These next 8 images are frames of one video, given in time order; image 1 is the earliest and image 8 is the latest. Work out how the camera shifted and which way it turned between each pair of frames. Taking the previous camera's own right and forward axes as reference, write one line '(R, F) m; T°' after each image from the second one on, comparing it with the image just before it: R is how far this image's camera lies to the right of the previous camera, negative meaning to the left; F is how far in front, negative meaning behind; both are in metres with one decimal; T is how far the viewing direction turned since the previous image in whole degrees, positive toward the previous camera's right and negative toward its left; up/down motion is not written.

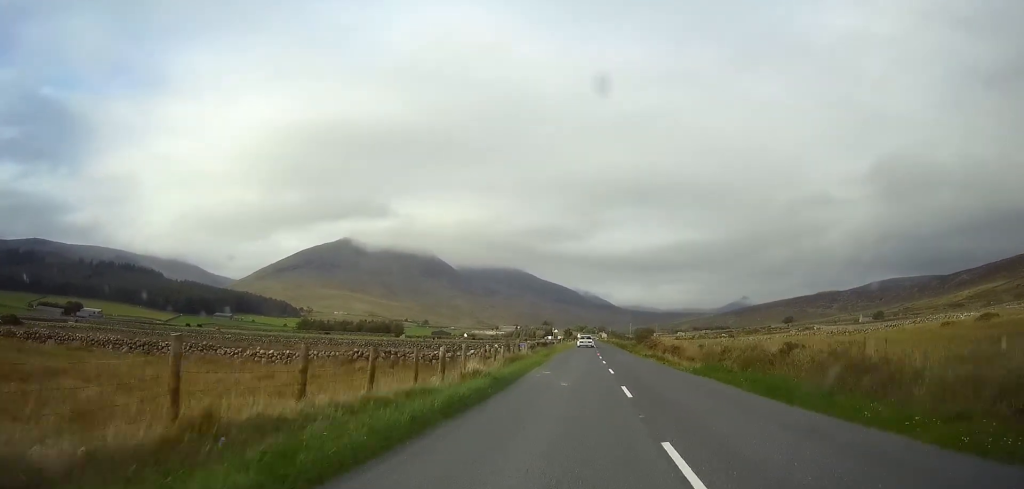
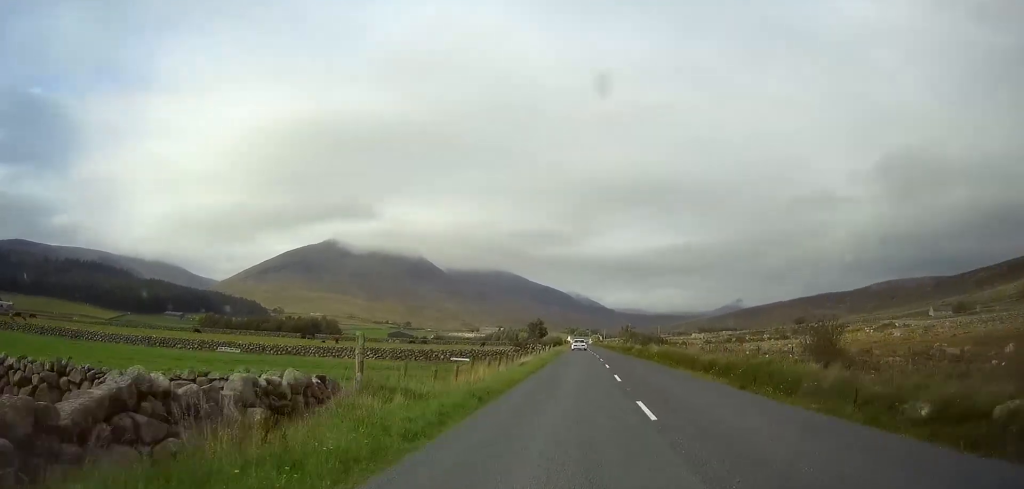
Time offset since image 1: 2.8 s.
(+0.3, +83.8) m; 0°
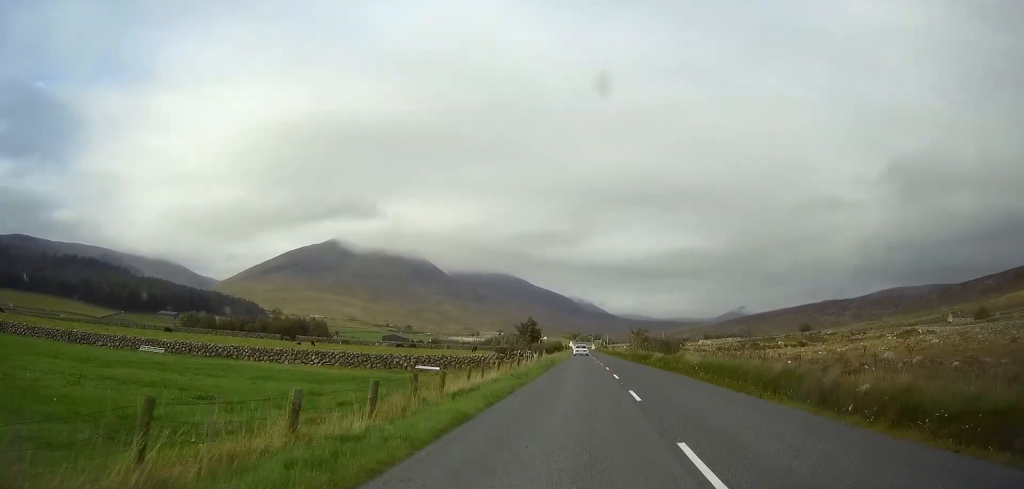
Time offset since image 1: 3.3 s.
(0.0, +14.2) m; 0°
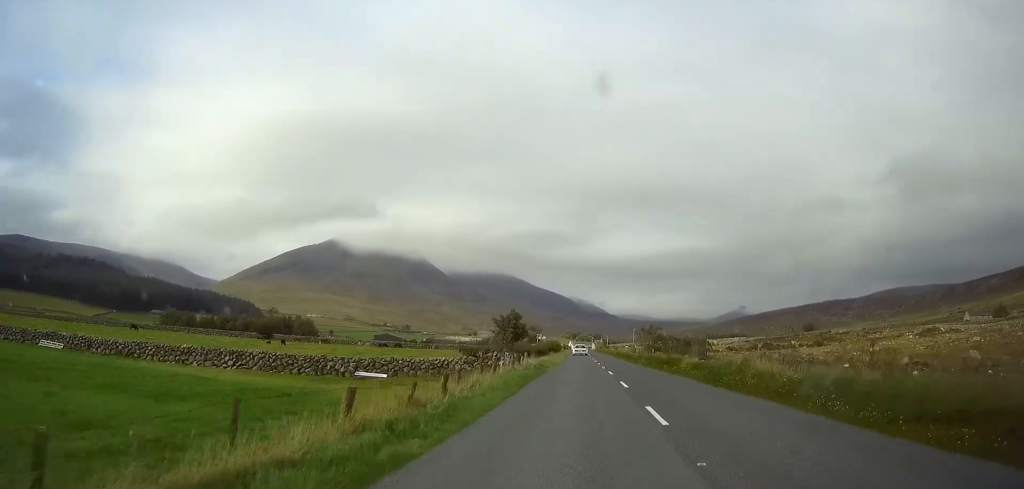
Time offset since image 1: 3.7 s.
(0.0, +13.4) m; 0°
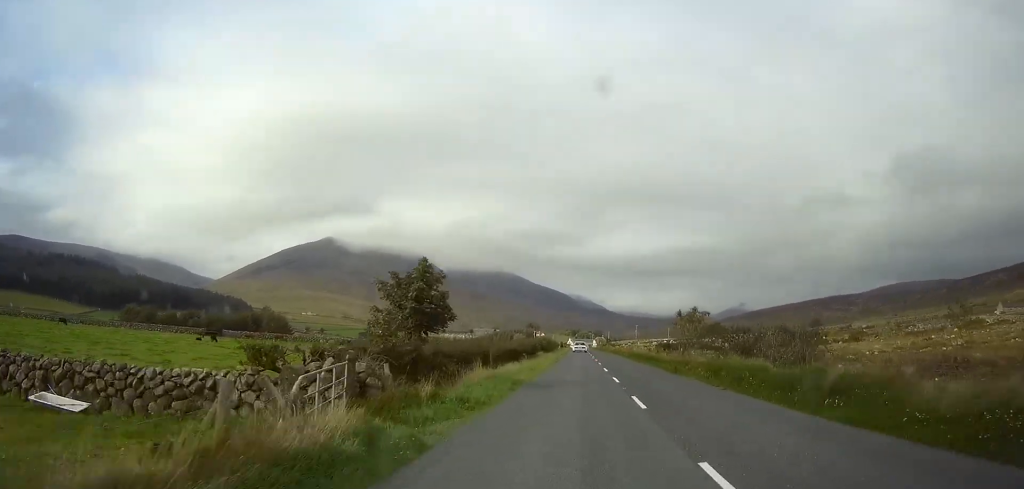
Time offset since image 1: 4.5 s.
(0.0, +23.9) m; 0°
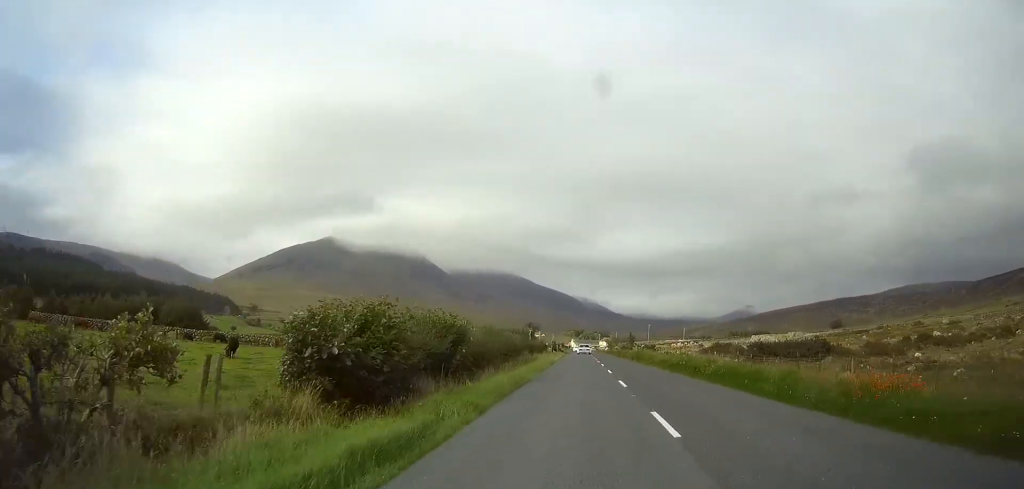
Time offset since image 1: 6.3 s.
(-0.3, +59.1) m; 0°
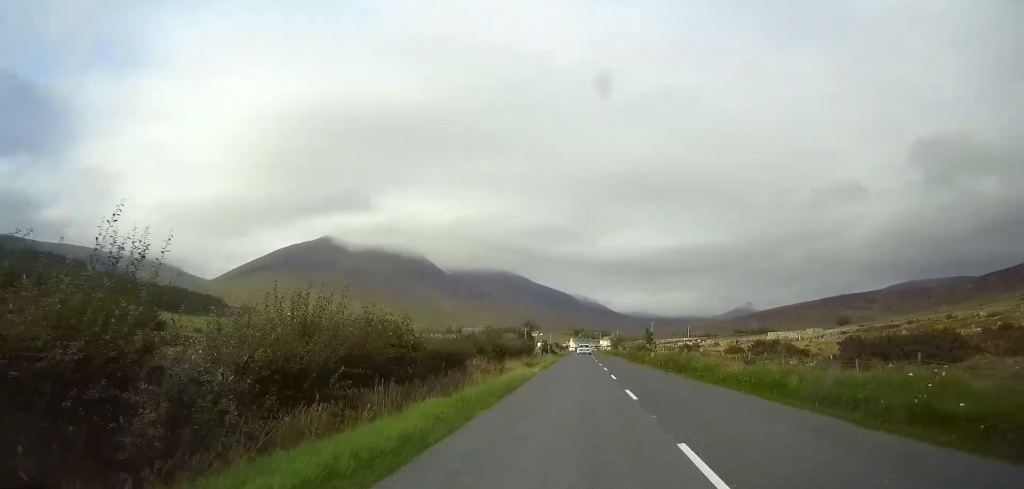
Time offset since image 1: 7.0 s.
(0.0, +21.6) m; 0°
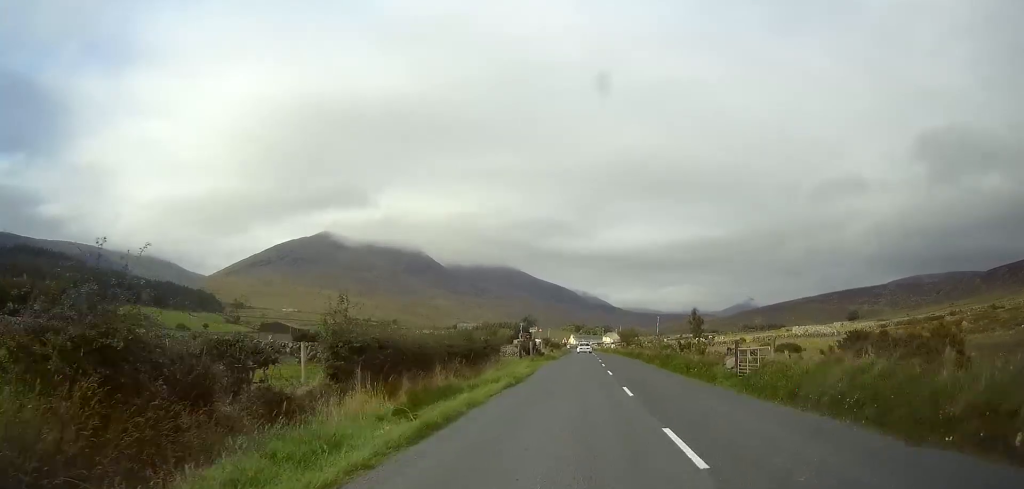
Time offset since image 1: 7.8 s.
(0.0, +24.4) m; 0°
